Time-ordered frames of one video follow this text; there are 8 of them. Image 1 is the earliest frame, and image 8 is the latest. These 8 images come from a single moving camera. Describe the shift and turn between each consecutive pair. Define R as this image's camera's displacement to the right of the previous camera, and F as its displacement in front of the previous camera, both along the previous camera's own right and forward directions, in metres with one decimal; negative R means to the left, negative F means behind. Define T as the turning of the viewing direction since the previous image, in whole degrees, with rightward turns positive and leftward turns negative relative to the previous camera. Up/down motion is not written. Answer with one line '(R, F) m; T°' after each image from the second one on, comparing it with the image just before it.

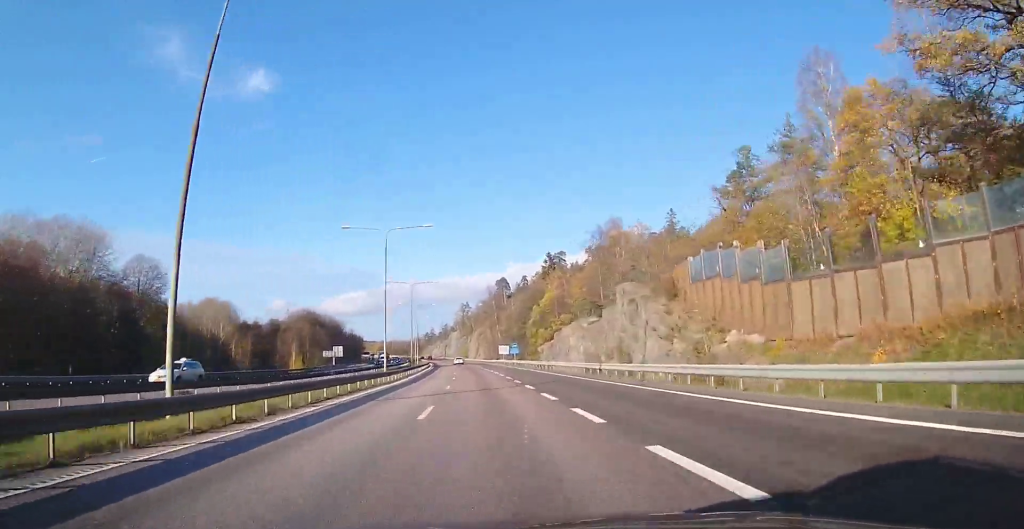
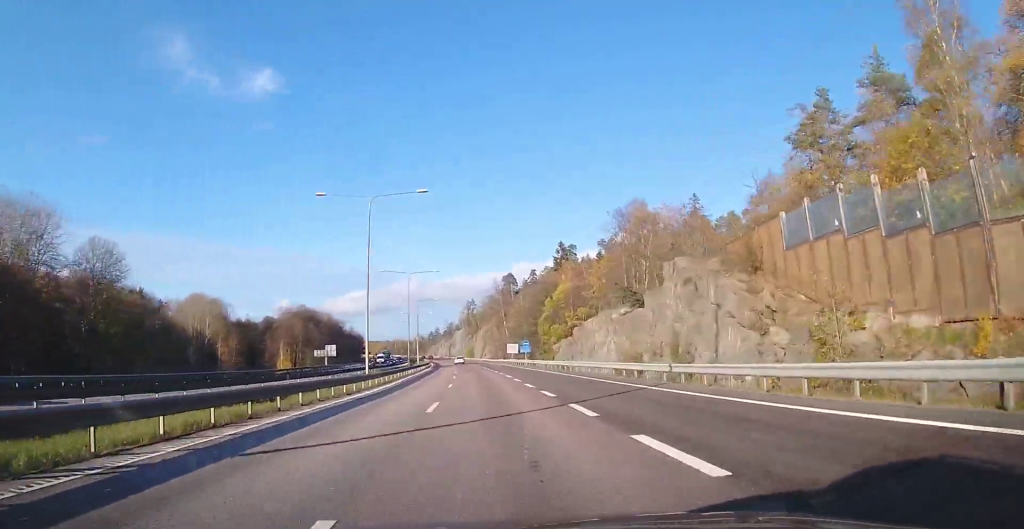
(-0.1, +11.1) m; 0°
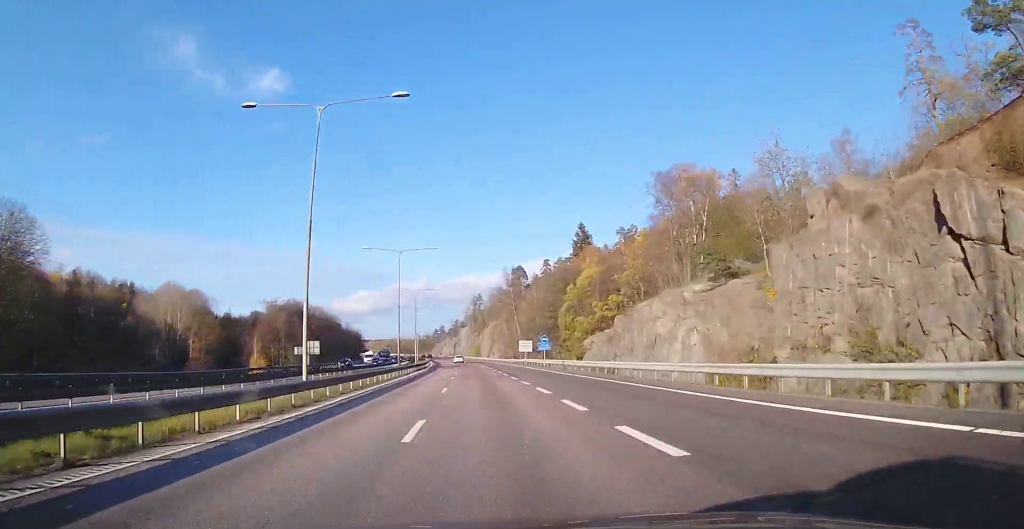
(-0.1, +16.7) m; -1°
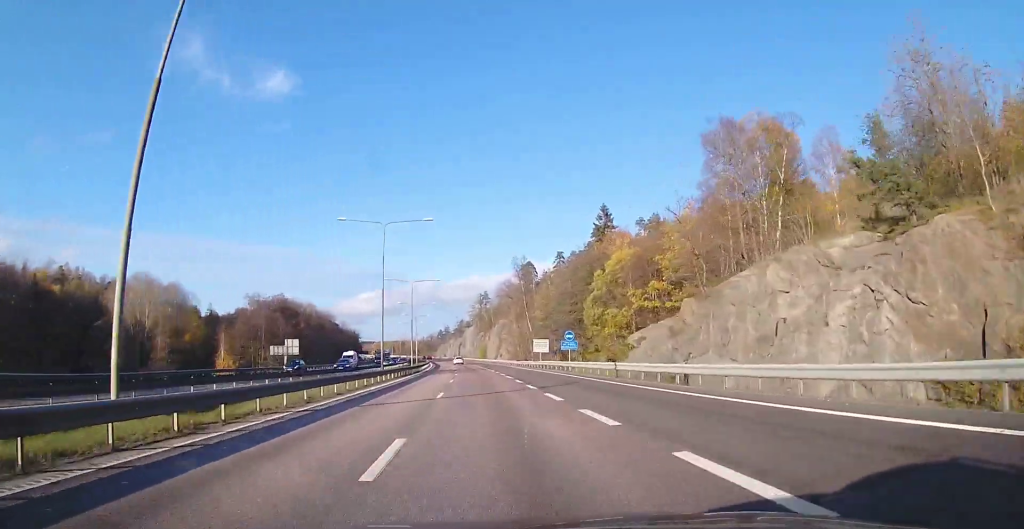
(0.0, +14.9) m; -1°
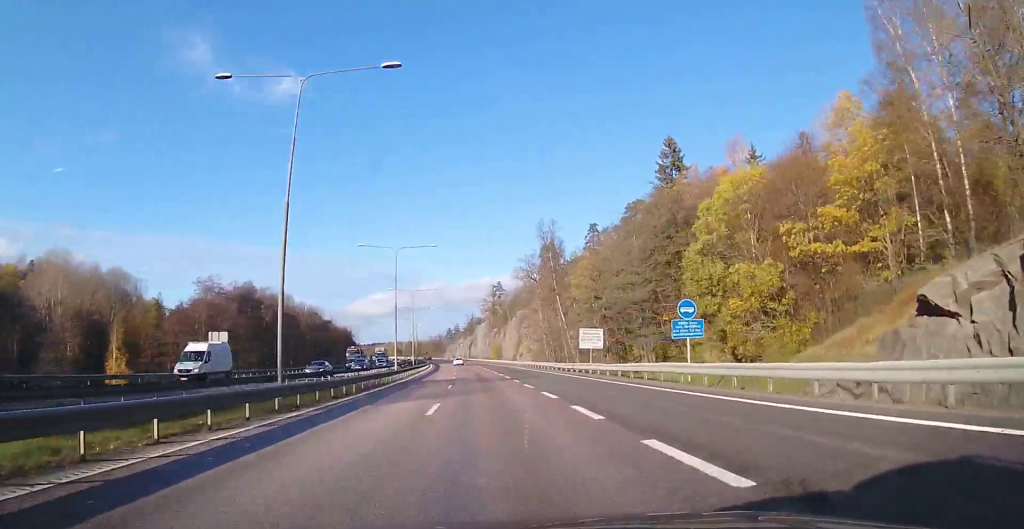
(-0.4, +28.7) m; -2°
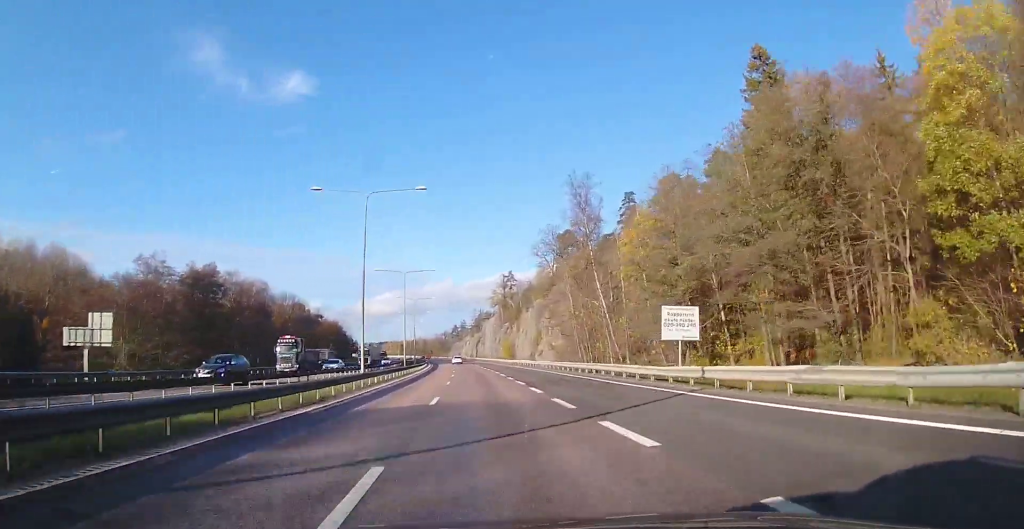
(-0.3, +21.5) m; -1°
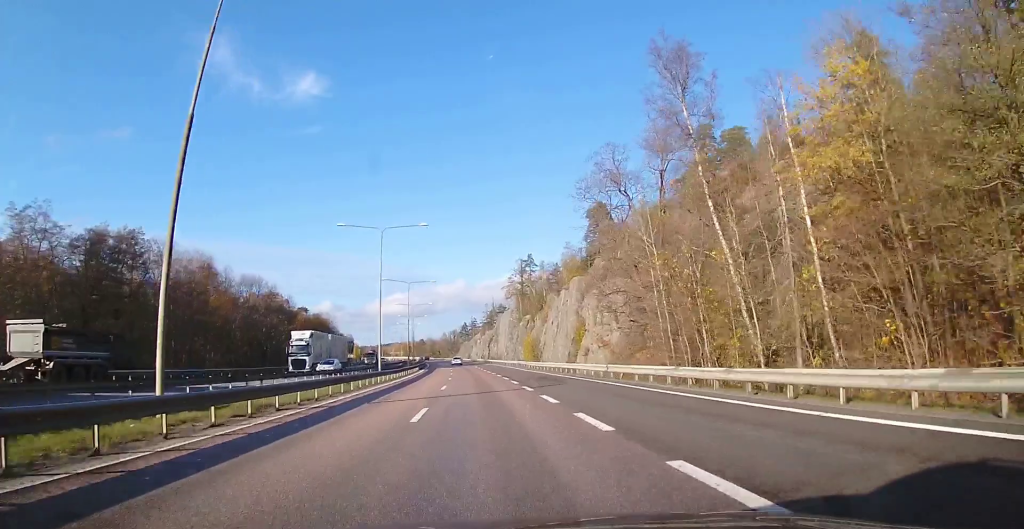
(-0.2, +28.1) m; -1°
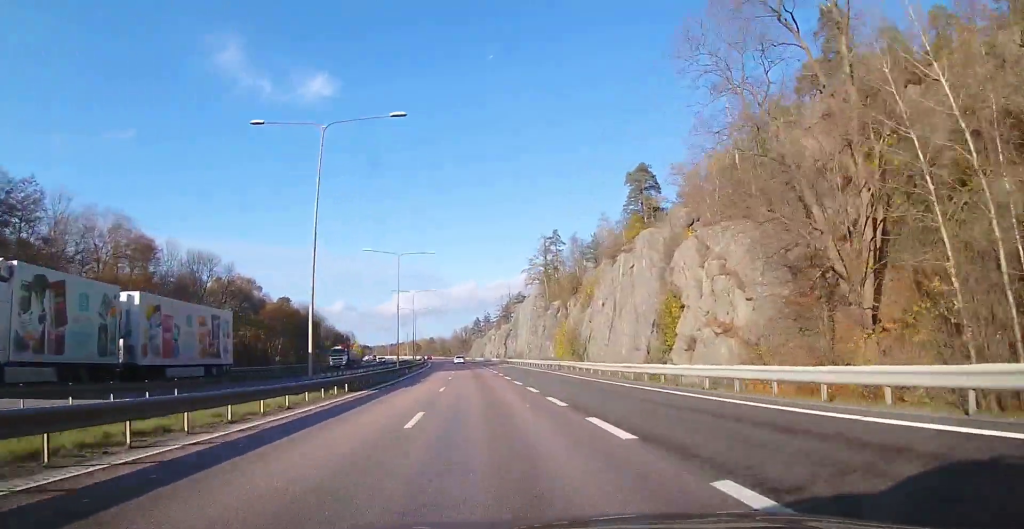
(-0.2, +25.3) m; -1°
